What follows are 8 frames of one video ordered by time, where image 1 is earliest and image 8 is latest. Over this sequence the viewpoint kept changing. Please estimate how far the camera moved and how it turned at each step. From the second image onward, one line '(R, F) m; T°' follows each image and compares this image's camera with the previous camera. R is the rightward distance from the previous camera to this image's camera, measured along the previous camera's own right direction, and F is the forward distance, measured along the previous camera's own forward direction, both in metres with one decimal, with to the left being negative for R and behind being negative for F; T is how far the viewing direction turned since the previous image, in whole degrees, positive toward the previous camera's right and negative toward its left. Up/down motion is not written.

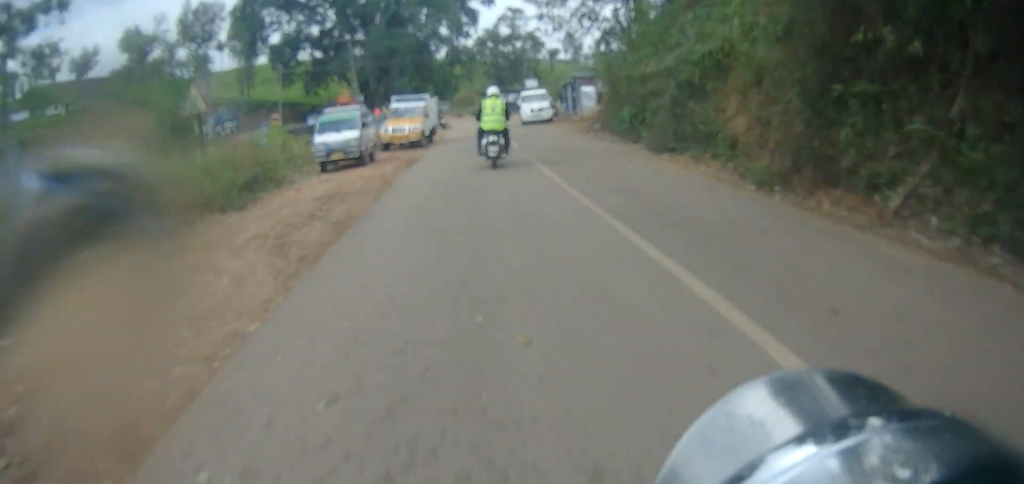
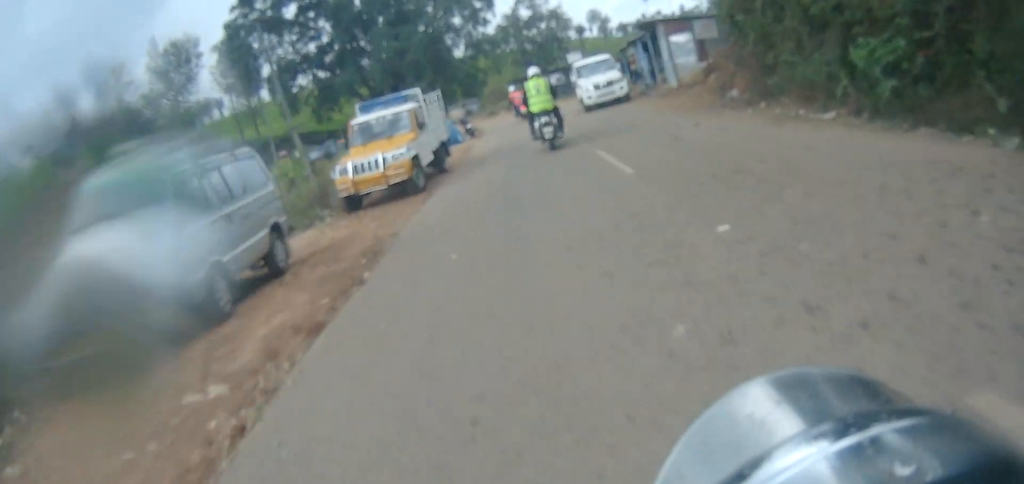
(-0.8, +12.1) m; -5°
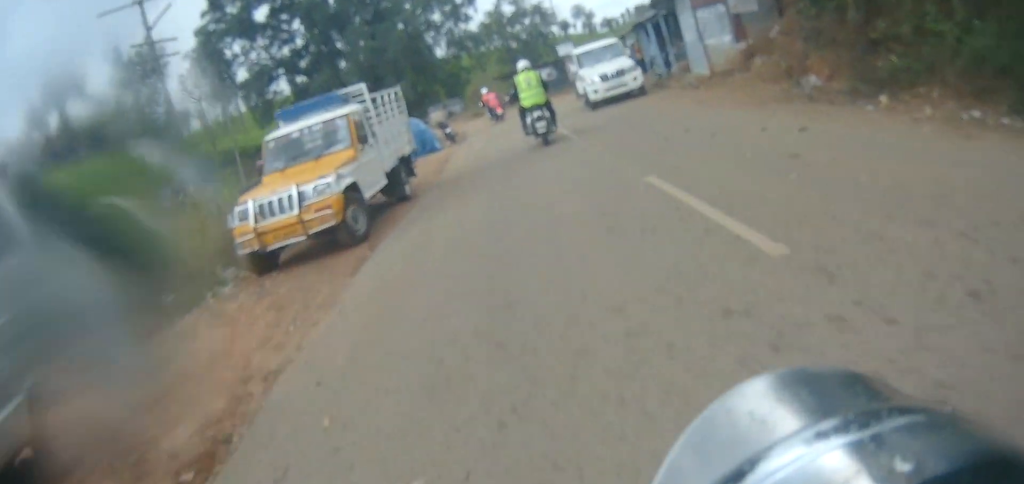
(0.0, +4.3) m; -1°
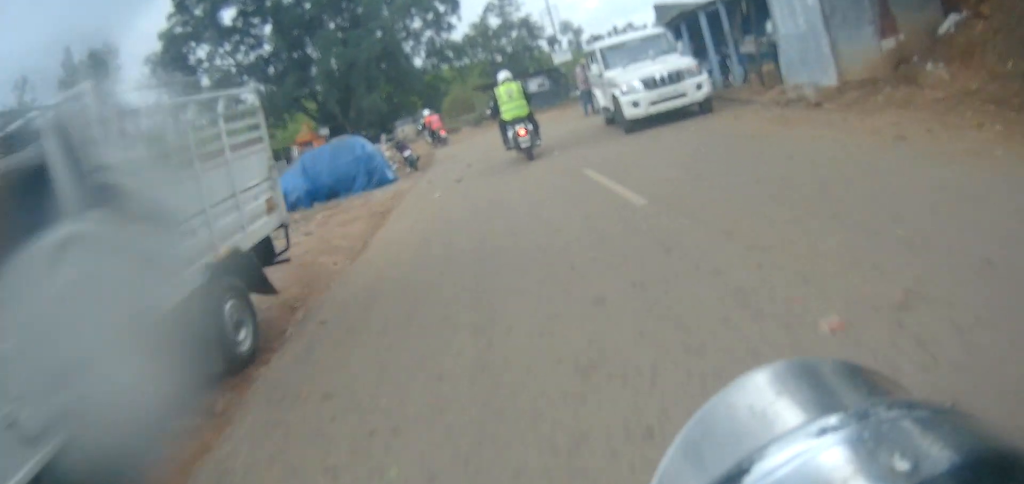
(-0.1, +6.5) m; -1°
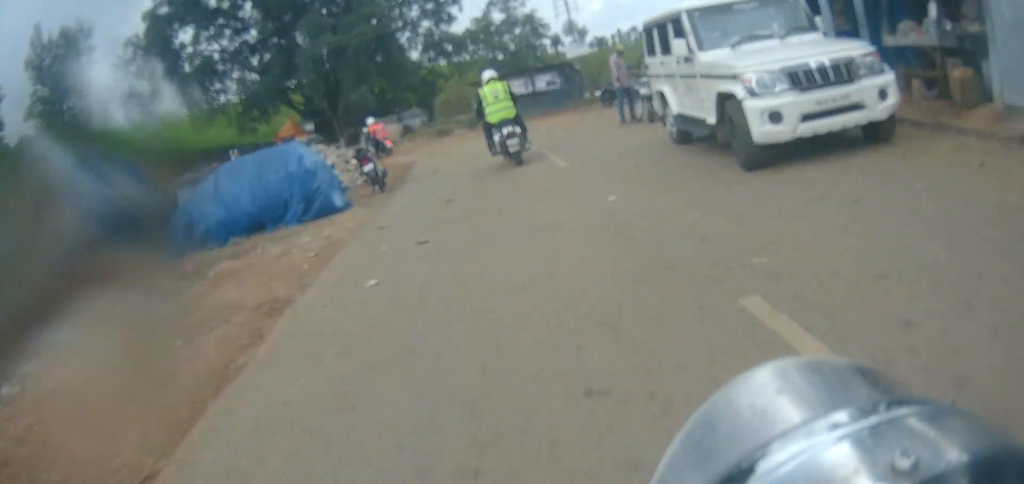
(0.0, +5.1) m; -2°
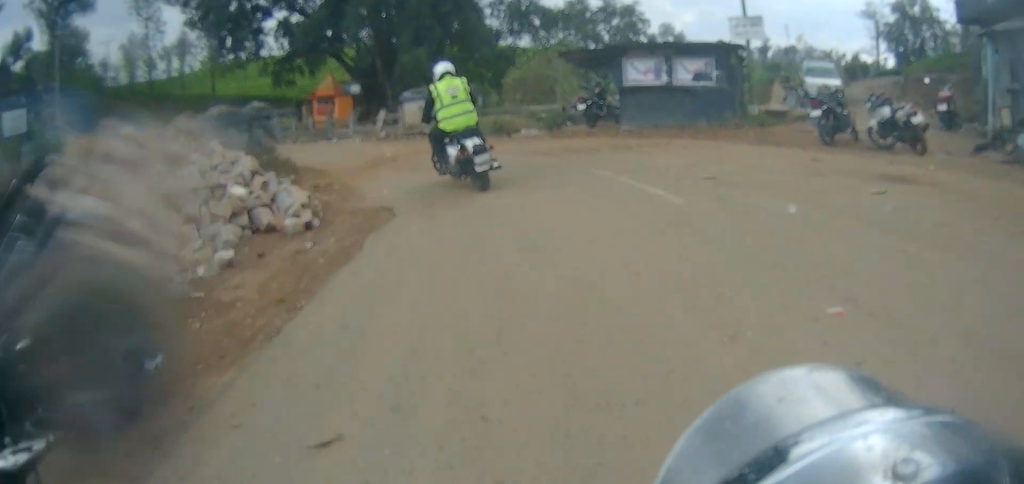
(-0.9, +11.3) m; -14°
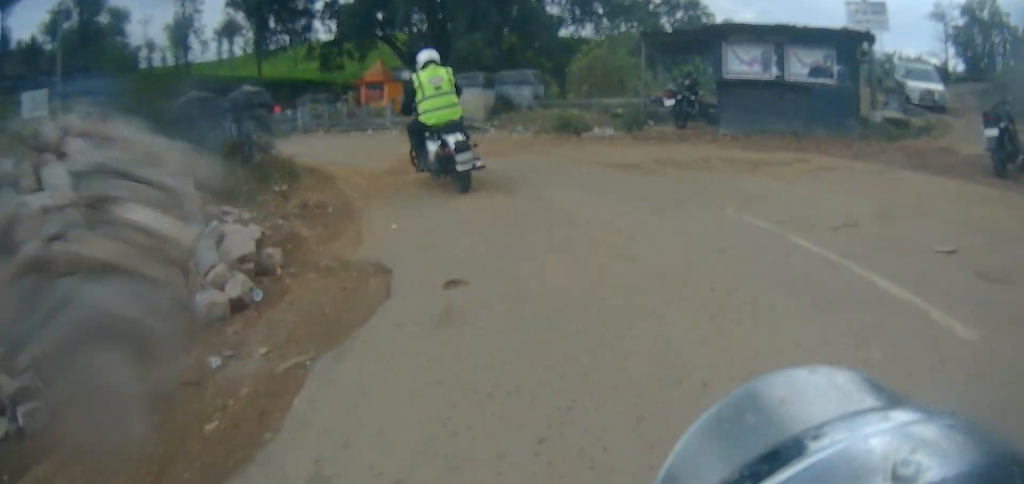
(-0.1, +3.3) m; -6°
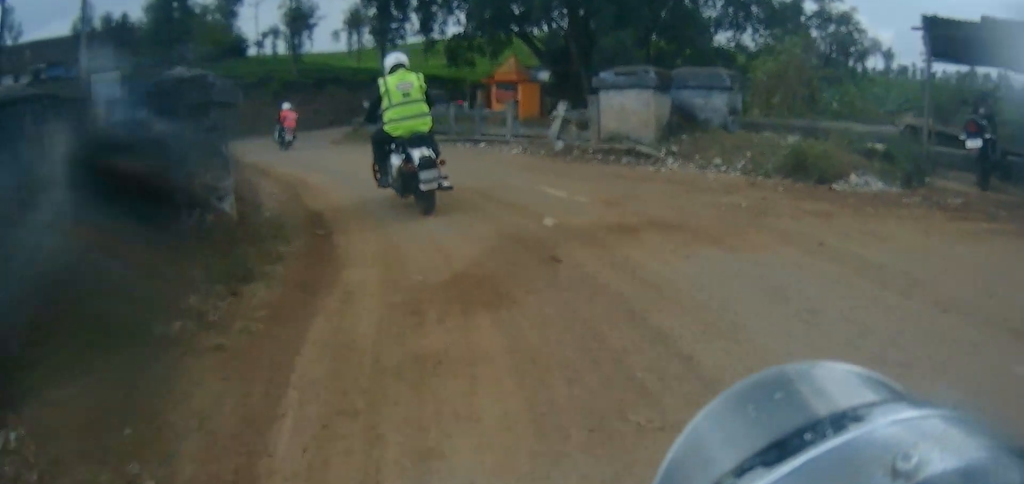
(-0.7, +5.6) m; -9°
